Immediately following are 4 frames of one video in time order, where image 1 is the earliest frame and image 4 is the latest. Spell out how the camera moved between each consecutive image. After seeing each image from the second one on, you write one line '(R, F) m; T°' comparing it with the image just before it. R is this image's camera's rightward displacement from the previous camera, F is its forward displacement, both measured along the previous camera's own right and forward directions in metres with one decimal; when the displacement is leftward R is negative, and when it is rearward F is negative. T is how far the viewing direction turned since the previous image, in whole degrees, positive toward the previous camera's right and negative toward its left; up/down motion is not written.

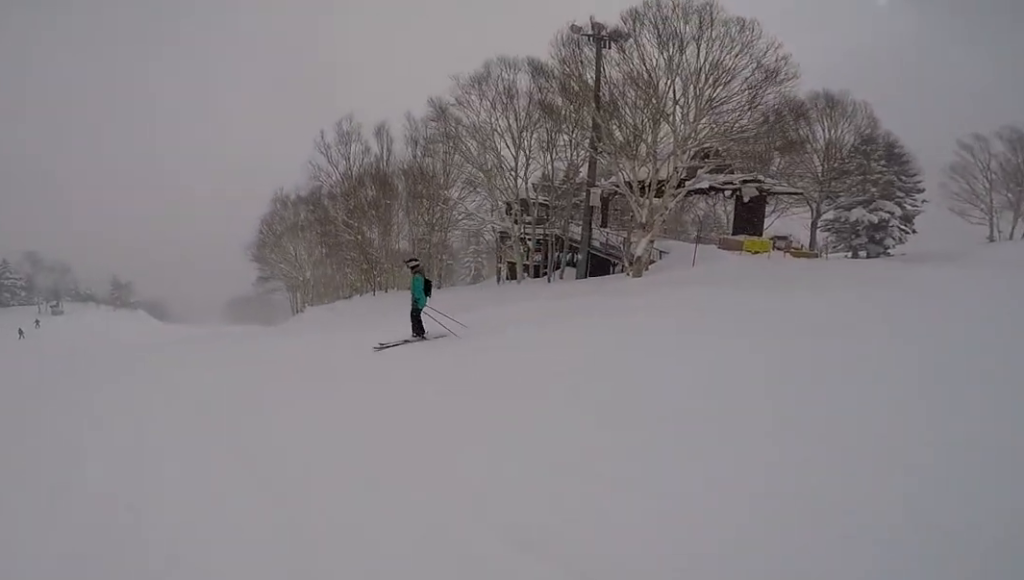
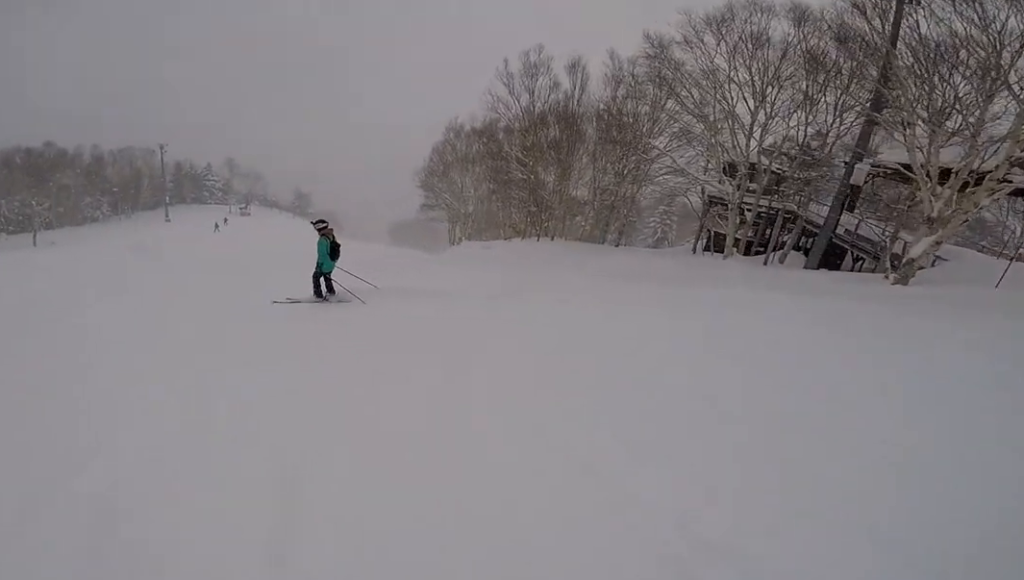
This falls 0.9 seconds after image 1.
(0.0, +2.7) m; -8°
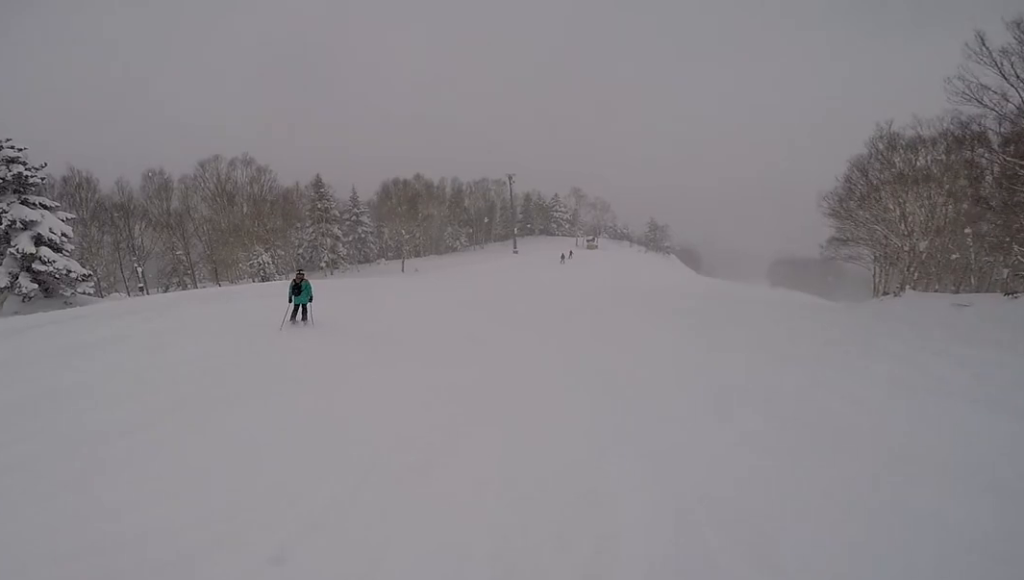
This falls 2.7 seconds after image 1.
(-2.3, +4.1) m; -58°
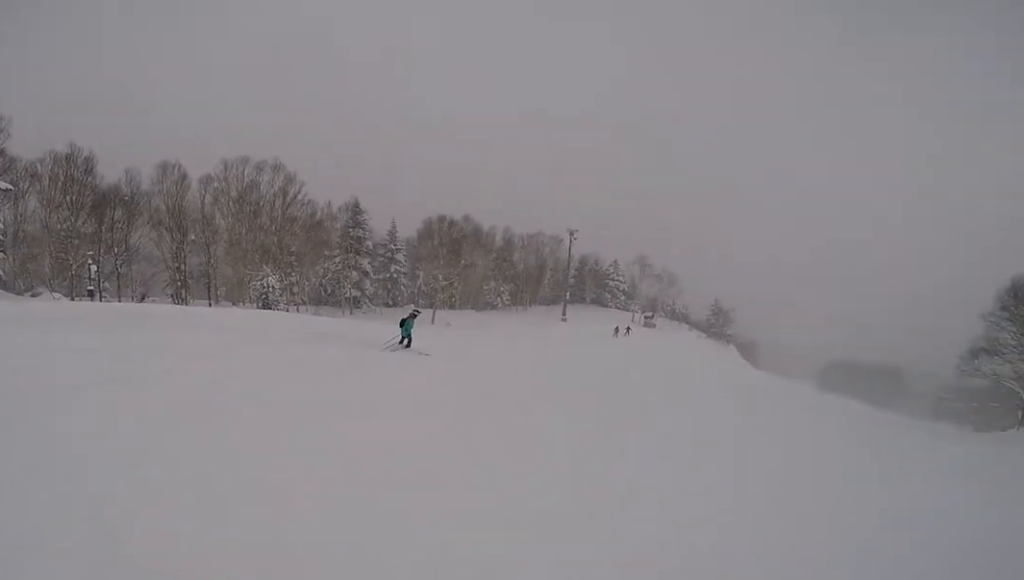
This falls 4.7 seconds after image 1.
(+0.8, +8.7) m; +15°
